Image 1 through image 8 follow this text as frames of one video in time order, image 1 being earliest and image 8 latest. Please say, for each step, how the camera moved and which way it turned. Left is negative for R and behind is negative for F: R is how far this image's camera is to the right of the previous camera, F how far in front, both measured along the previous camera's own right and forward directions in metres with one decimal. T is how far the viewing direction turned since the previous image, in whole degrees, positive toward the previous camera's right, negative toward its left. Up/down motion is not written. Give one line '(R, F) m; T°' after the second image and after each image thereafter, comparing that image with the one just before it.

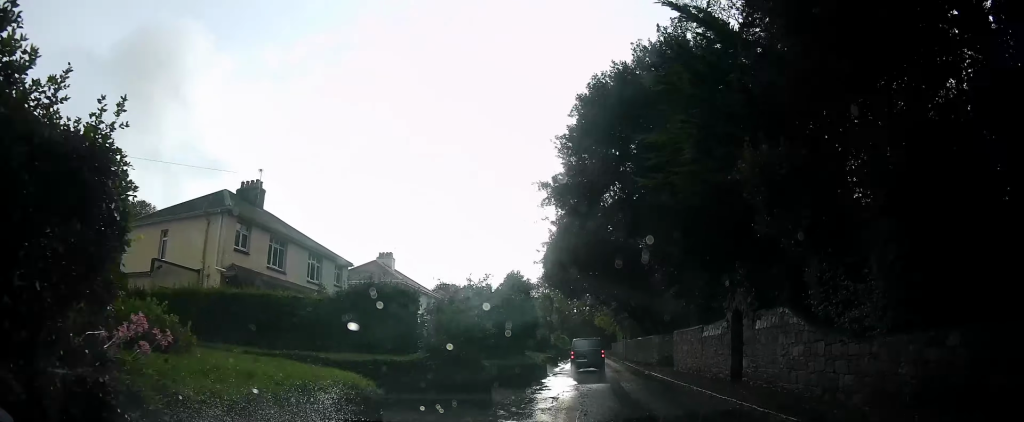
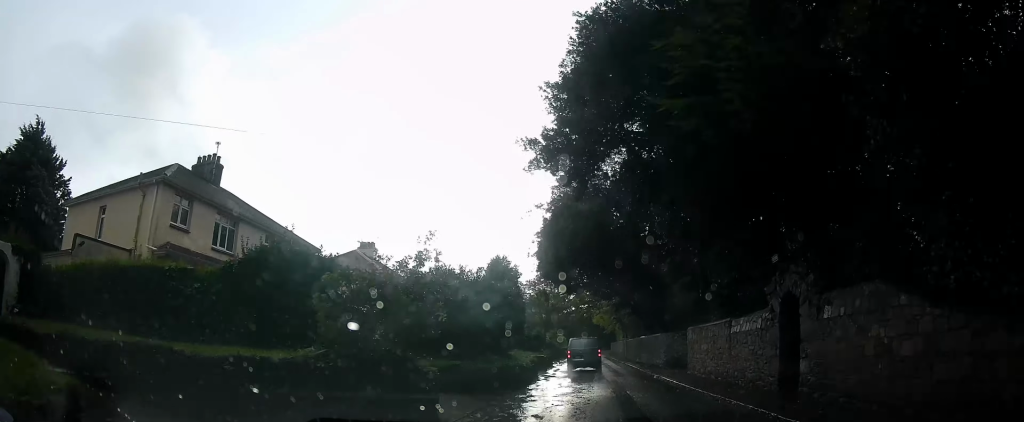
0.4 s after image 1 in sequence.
(+0.1, +4.1) m; 0°
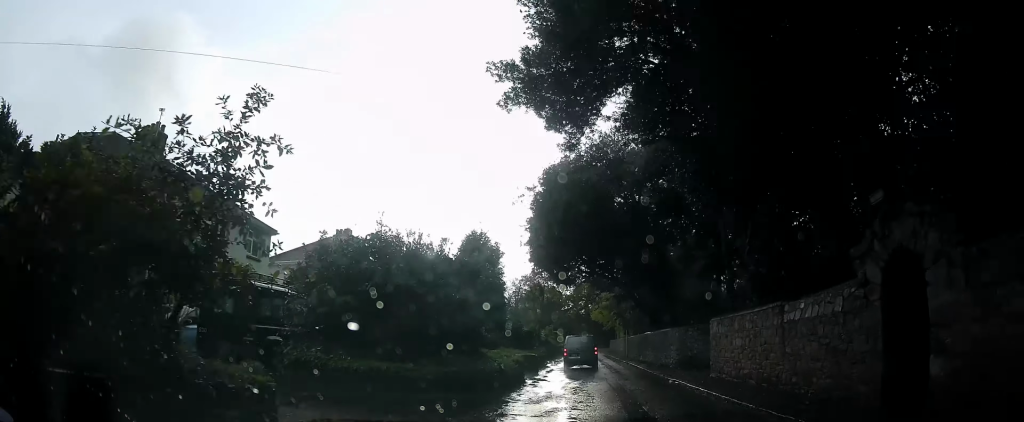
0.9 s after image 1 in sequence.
(-0.1, +4.3) m; -1°
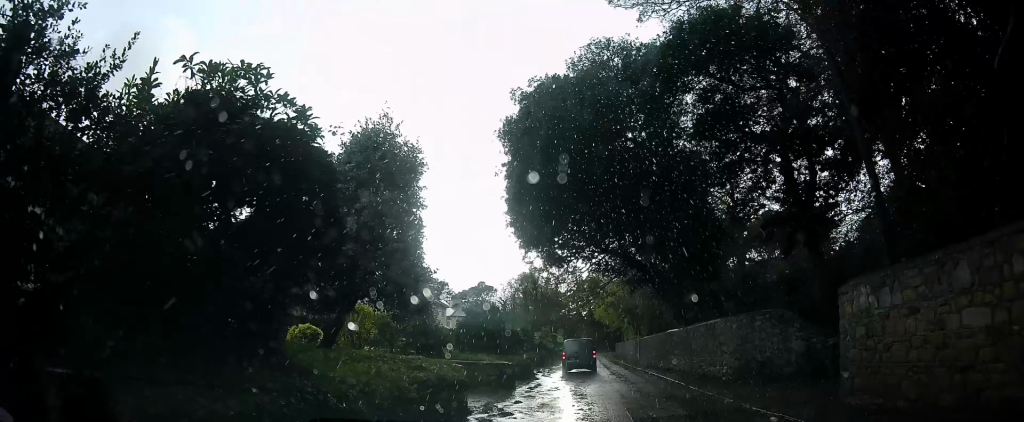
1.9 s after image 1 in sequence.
(-0.1, +9.2) m; +1°
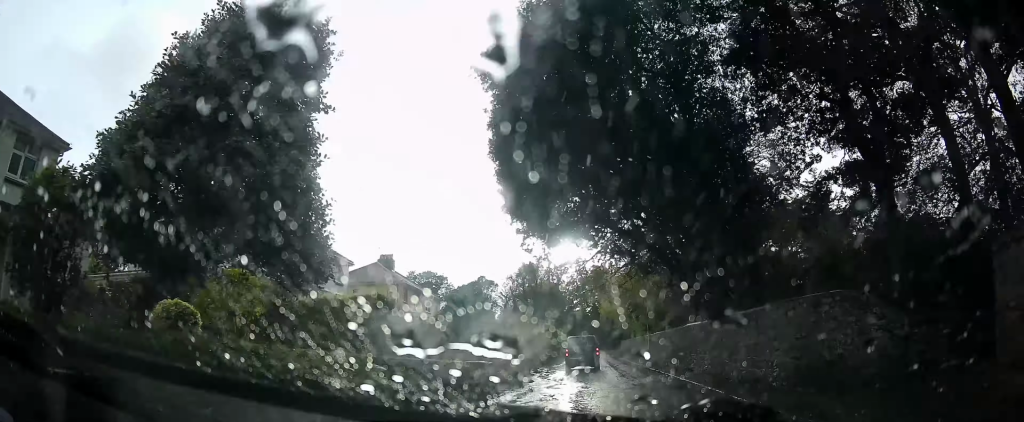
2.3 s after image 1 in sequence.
(-0.1, +4.0) m; +1°
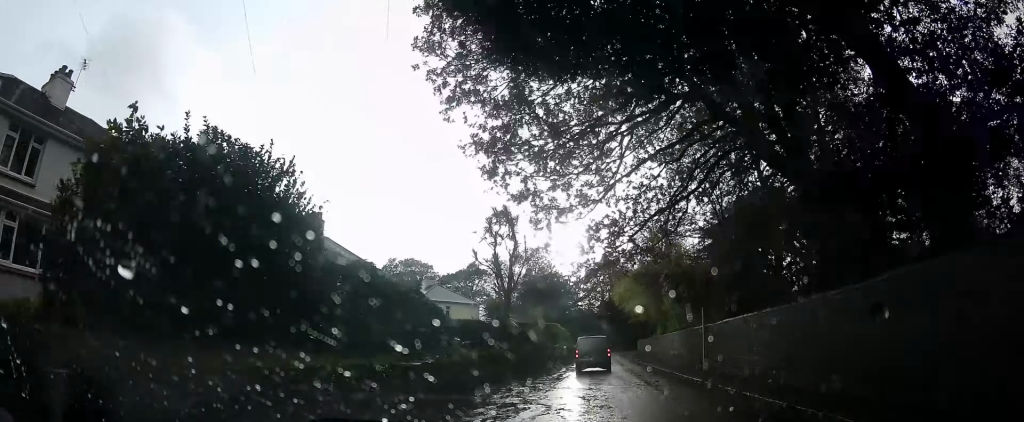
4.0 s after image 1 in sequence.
(+0.3, +15.4) m; 0°
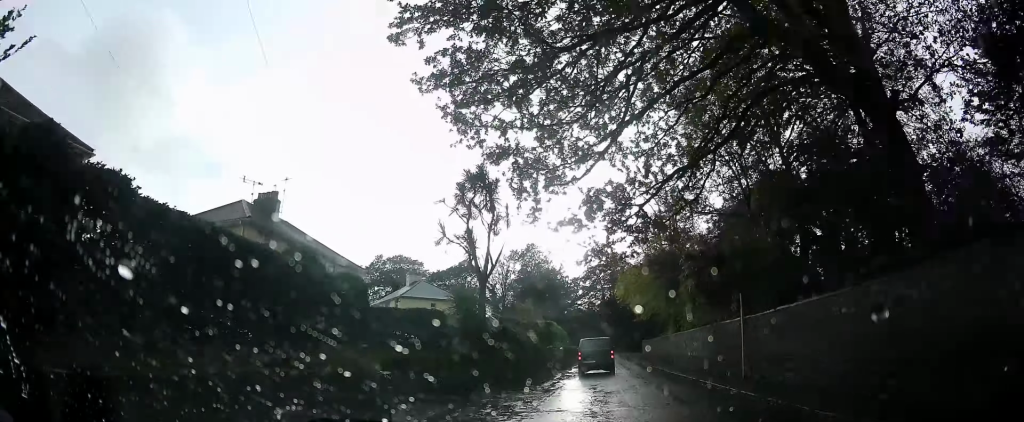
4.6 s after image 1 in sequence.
(0.0, +5.6) m; +1°
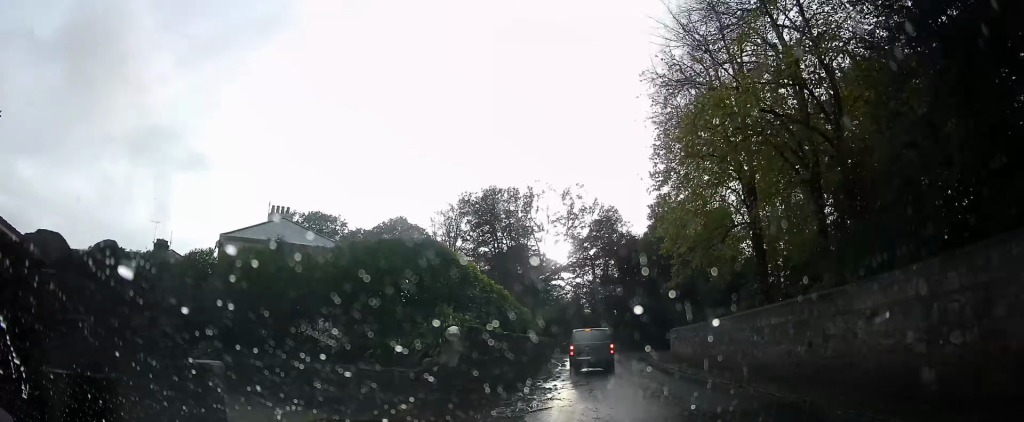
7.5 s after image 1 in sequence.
(-0.4, +26.6) m; -4°
